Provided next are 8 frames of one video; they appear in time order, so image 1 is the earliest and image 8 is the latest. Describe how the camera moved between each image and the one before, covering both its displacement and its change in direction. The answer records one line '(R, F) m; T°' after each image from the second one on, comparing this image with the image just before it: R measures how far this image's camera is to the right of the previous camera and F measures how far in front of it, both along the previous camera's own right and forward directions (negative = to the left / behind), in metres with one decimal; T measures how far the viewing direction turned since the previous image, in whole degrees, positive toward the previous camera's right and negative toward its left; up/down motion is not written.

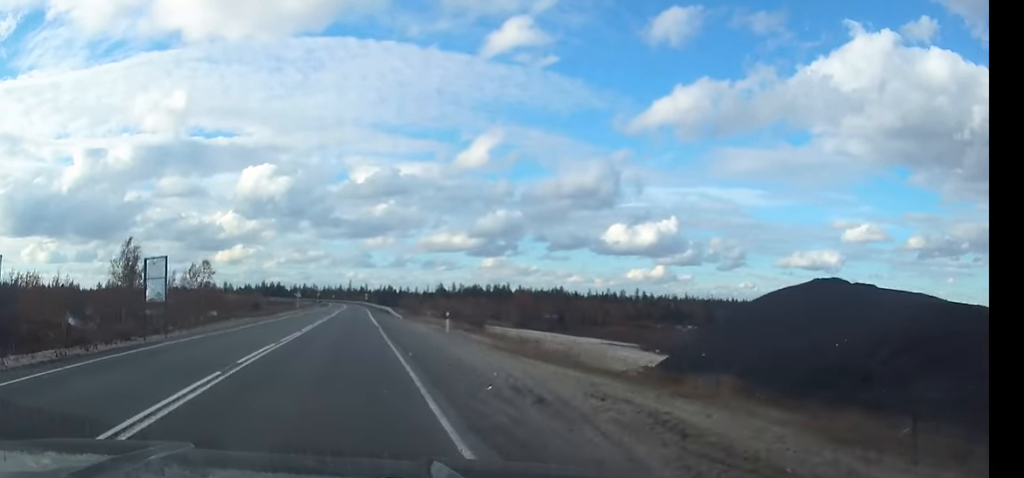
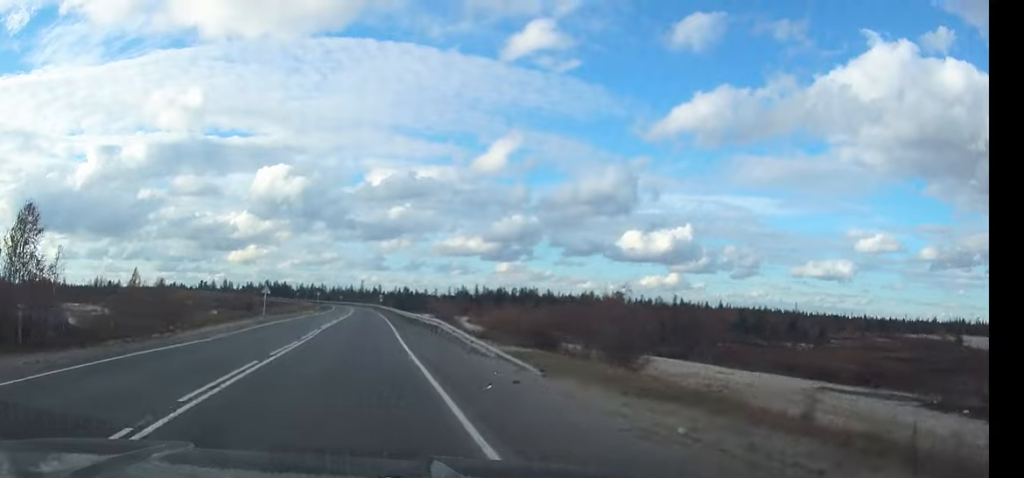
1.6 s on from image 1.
(-0.3, +36.7) m; -1°
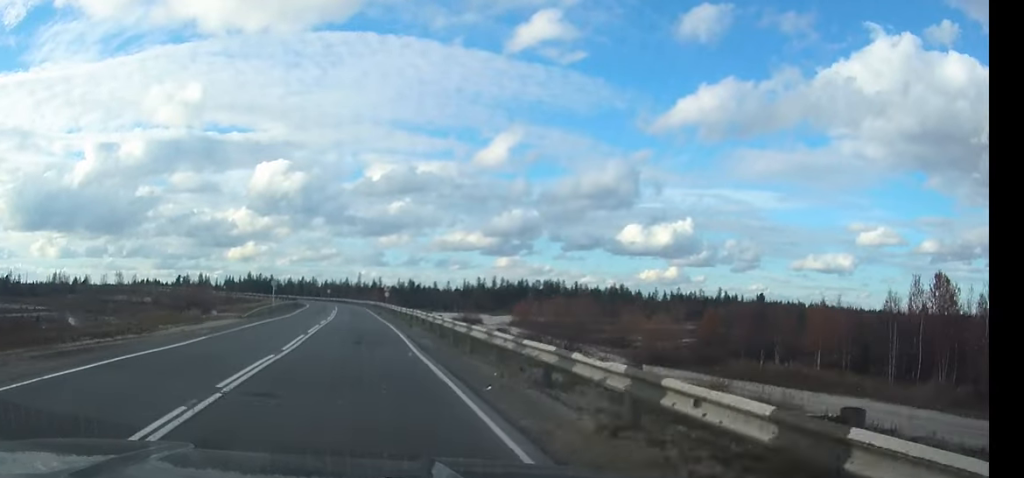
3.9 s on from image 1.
(-0.2, +53.6) m; -1°
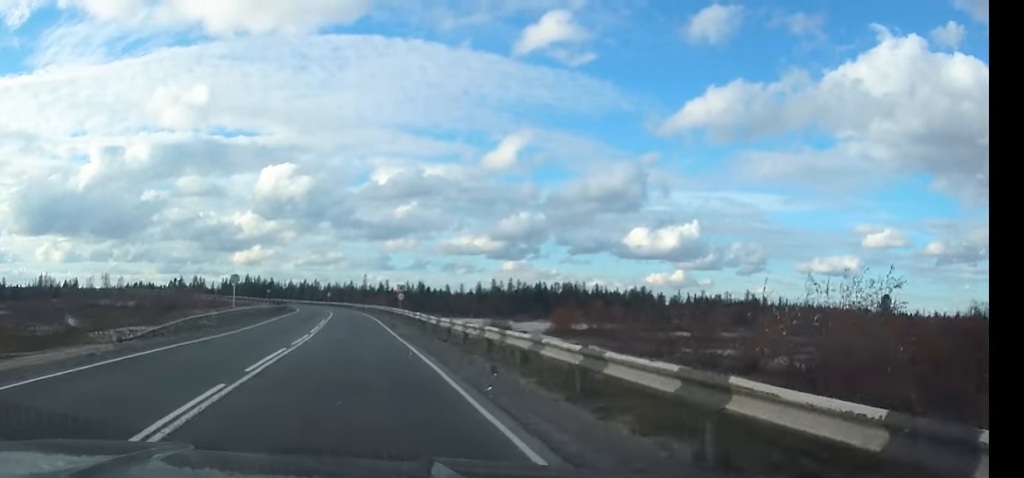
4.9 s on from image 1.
(0.0, +23.7) m; -1°
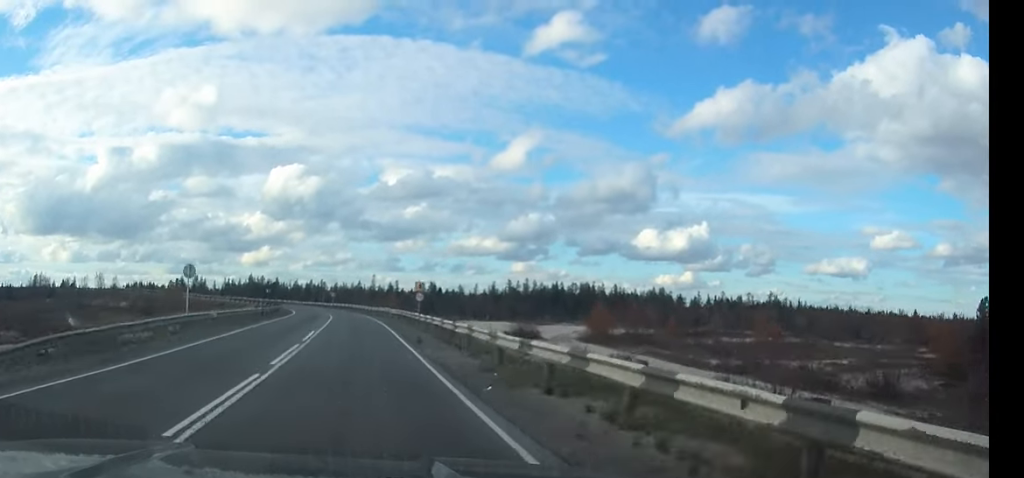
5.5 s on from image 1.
(-0.2, +13.5) m; -1°
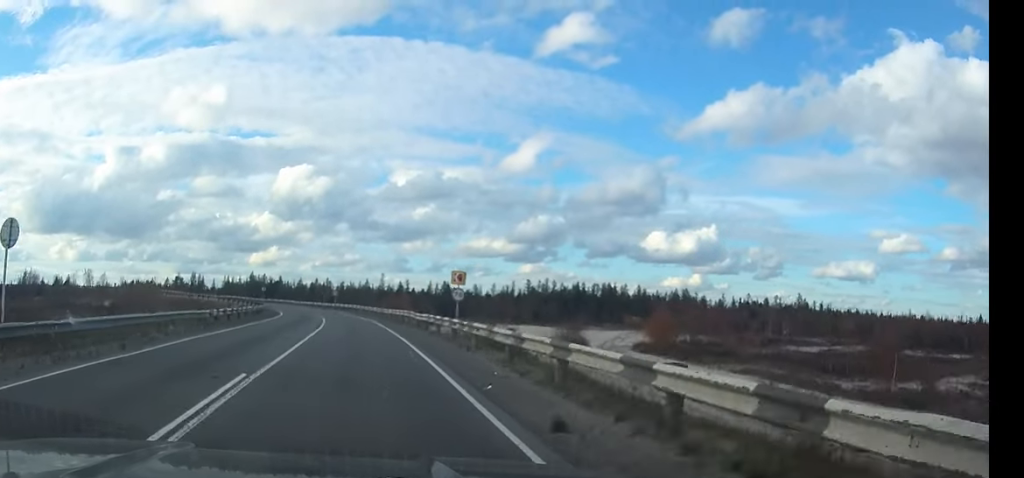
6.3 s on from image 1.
(0.0, +18.7) m; -1°
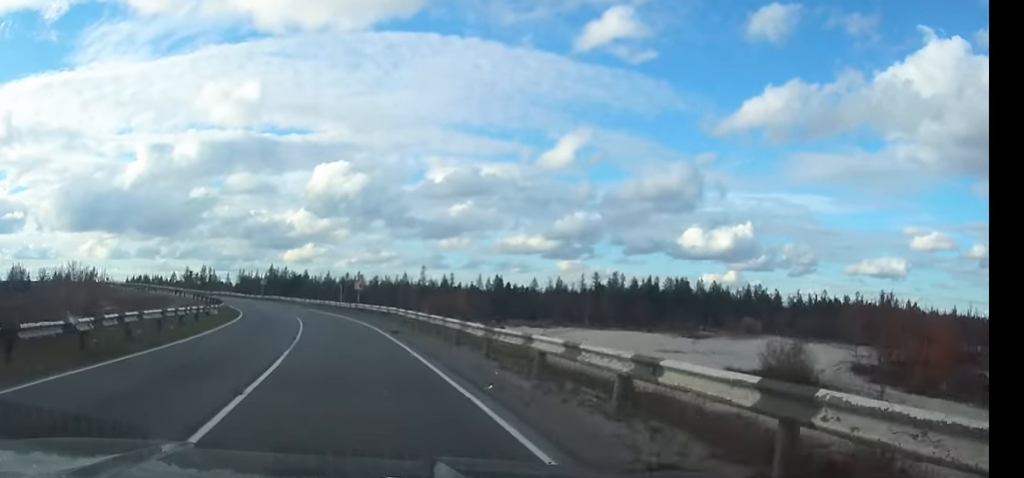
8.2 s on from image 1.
(-1.6, +39.3) m; -6°
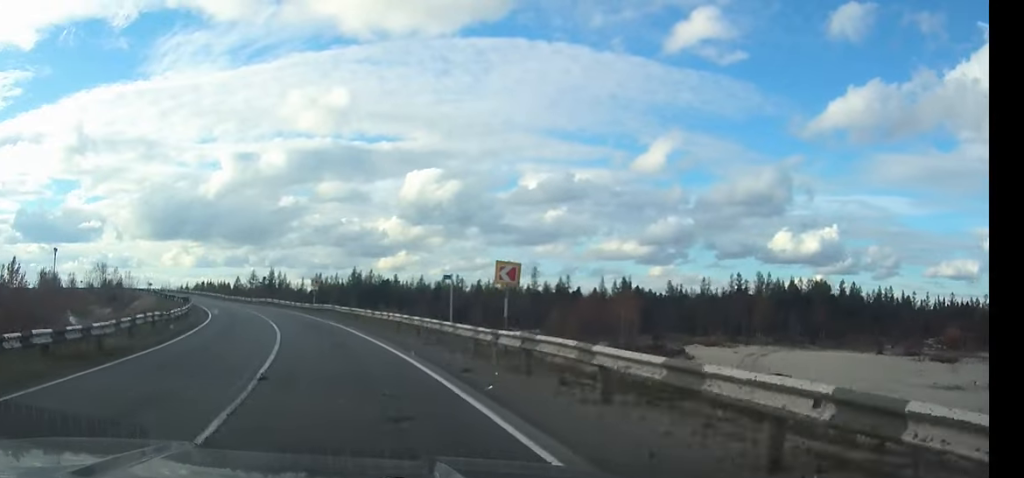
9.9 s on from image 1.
(-2.7, +33.9) m; -10°
